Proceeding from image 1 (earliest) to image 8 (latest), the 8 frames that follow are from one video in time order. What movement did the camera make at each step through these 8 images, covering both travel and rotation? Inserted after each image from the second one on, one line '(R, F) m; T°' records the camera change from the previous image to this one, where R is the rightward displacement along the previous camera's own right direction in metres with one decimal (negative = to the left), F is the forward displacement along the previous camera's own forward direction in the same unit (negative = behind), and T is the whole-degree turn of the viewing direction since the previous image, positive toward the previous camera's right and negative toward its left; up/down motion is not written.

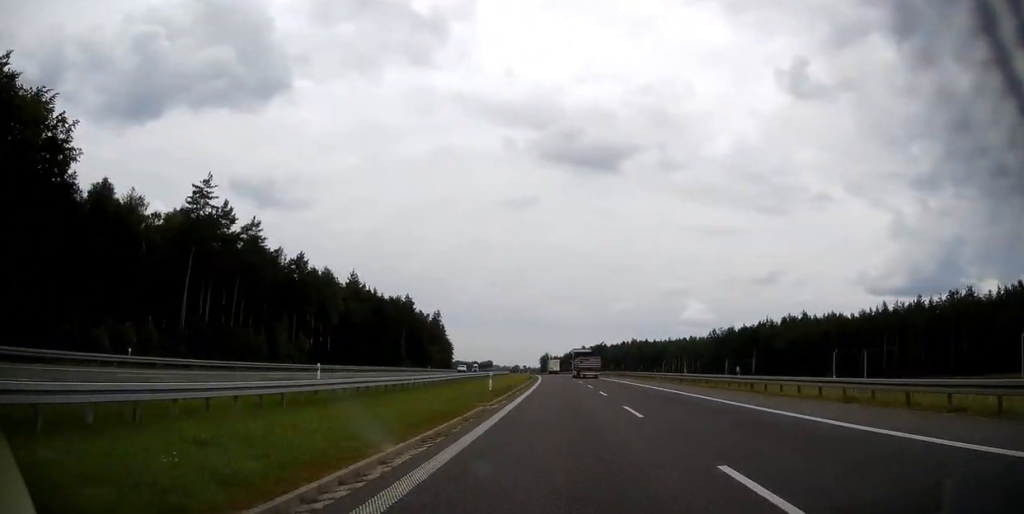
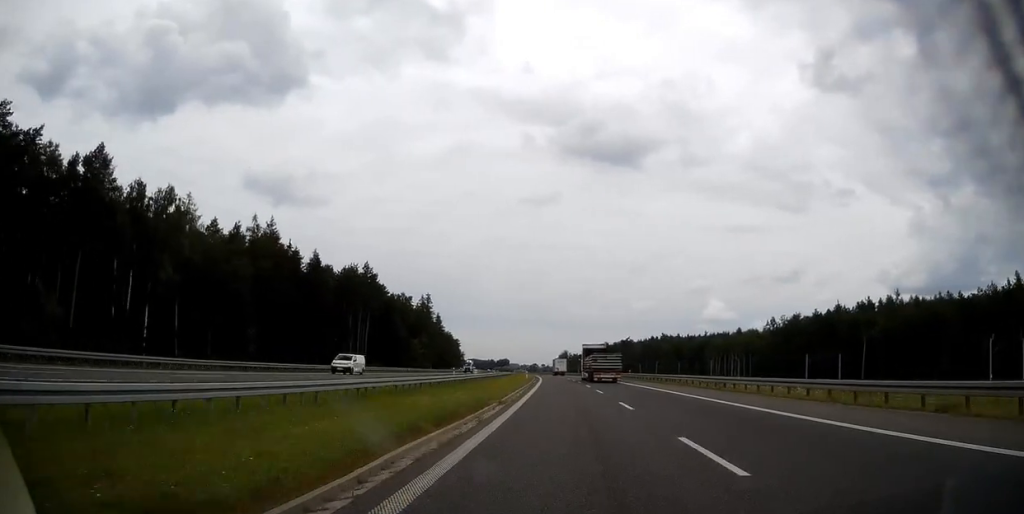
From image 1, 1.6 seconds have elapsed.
(-1.1, +56.9) m; -2°
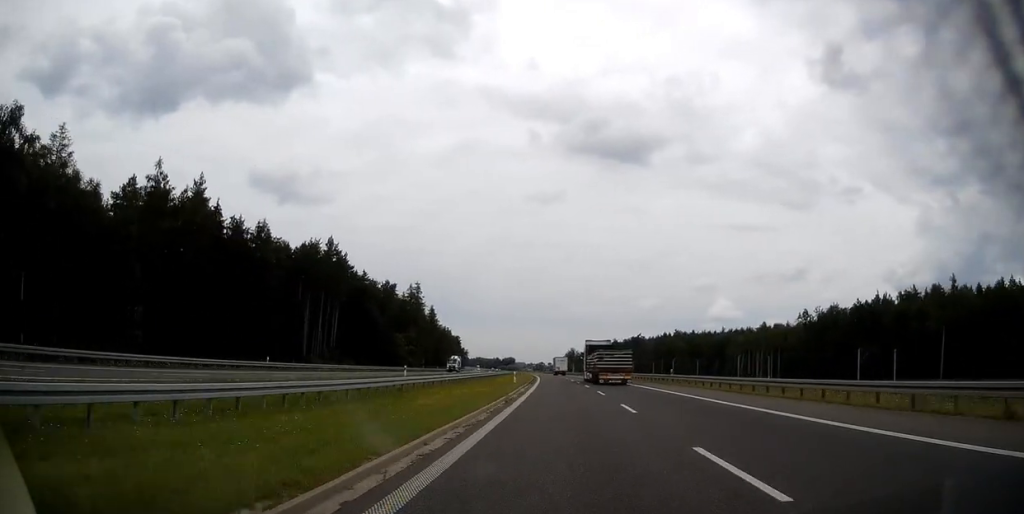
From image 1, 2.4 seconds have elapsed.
(-0.2, +25.6) m; -1°
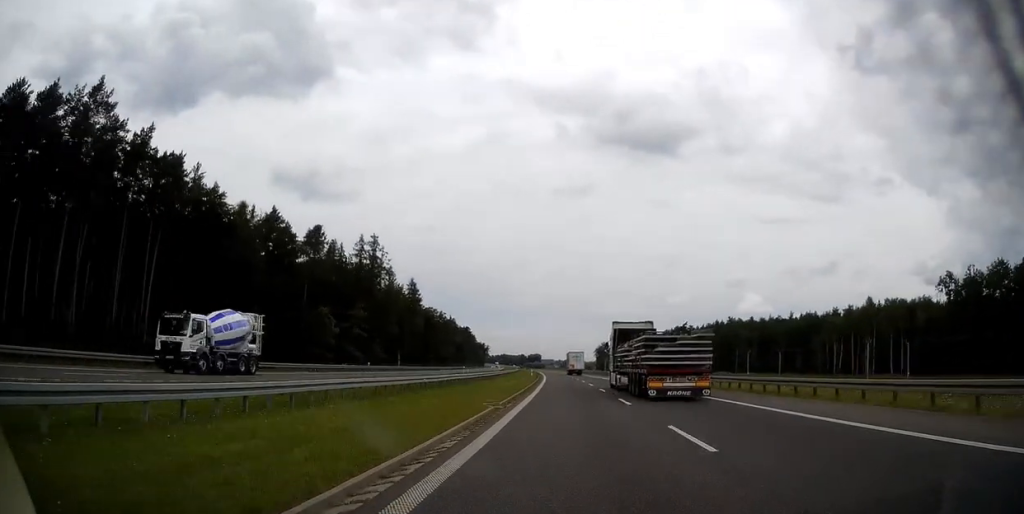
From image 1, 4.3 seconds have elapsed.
(-1.4, +67.6) m; -3°
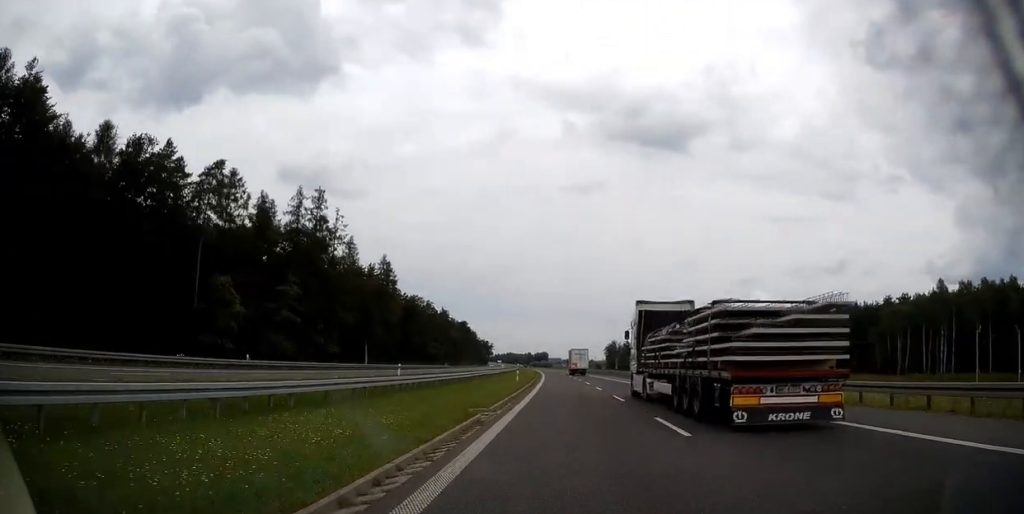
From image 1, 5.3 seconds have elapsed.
(-0.3, +33.8) m; -1°
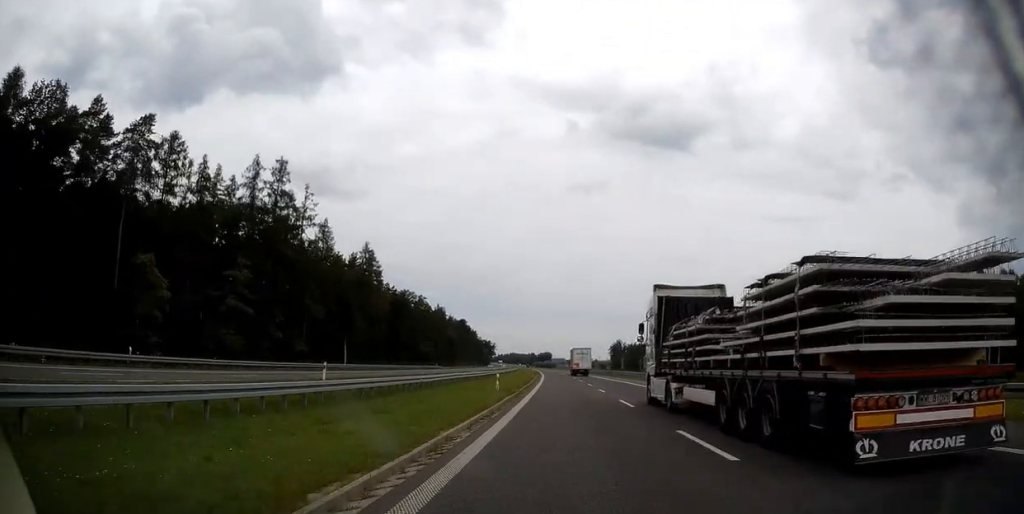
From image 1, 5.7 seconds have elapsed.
(0.0, +15.2) m; 0°
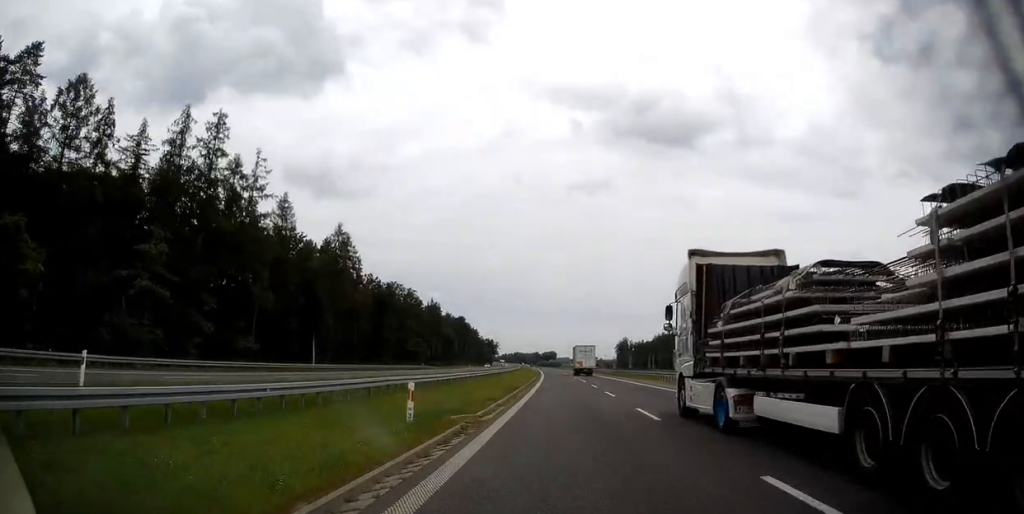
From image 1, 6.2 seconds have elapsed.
(-0.2, +17.5) m; 0°
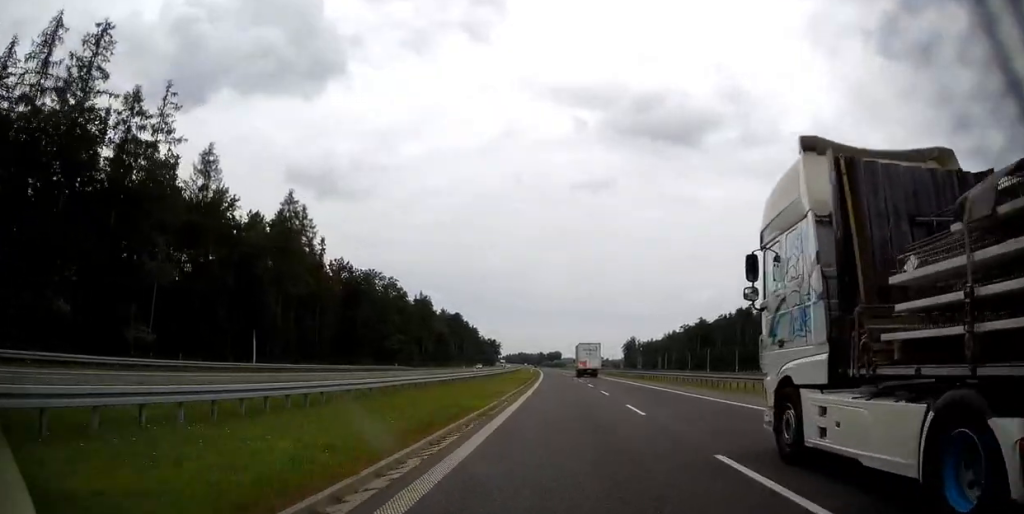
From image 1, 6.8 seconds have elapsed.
(-0.1, +22.2) m; 0°
